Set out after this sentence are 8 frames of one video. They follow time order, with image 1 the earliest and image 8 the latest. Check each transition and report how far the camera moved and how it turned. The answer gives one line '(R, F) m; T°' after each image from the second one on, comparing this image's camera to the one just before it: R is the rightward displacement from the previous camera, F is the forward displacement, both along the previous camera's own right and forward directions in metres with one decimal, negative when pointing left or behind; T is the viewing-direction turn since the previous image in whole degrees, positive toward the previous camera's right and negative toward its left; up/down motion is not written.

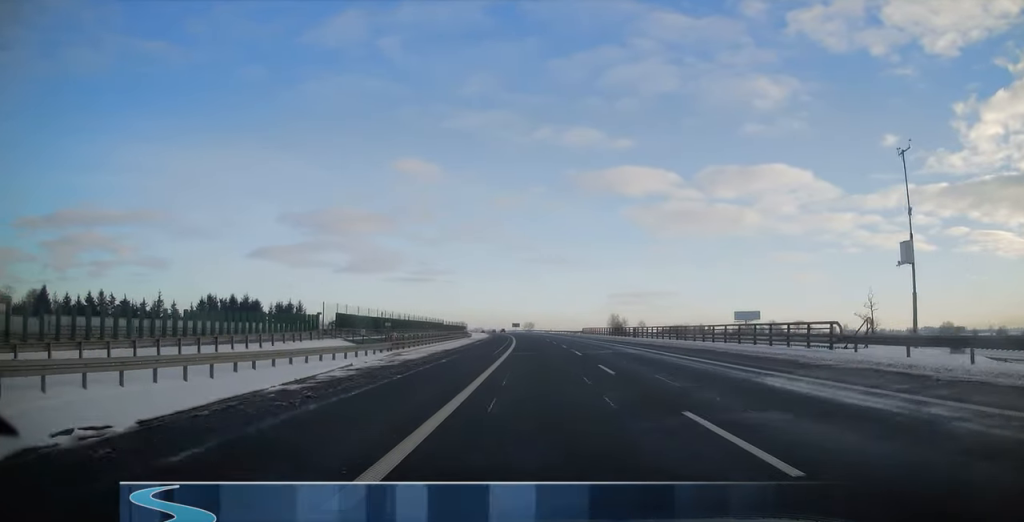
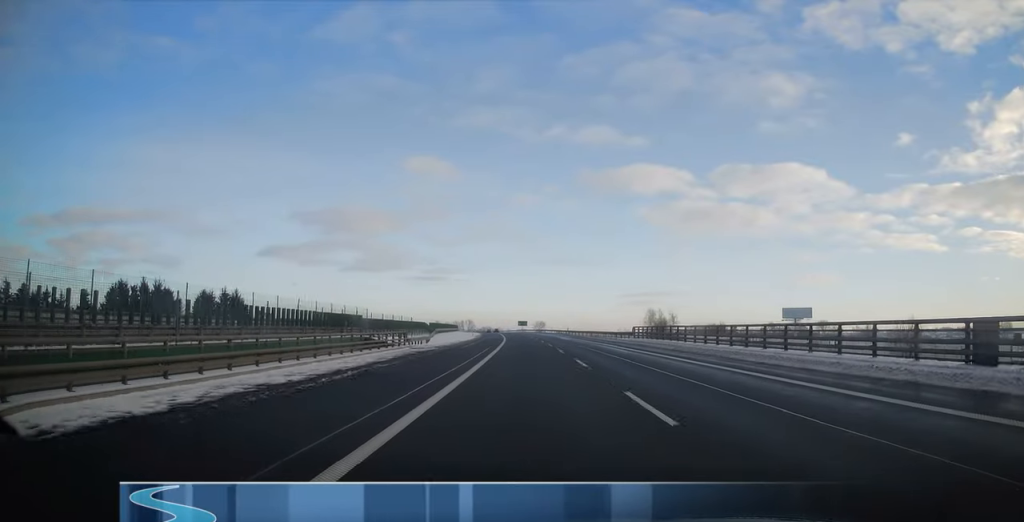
(0.0, +44.8) m; 0°
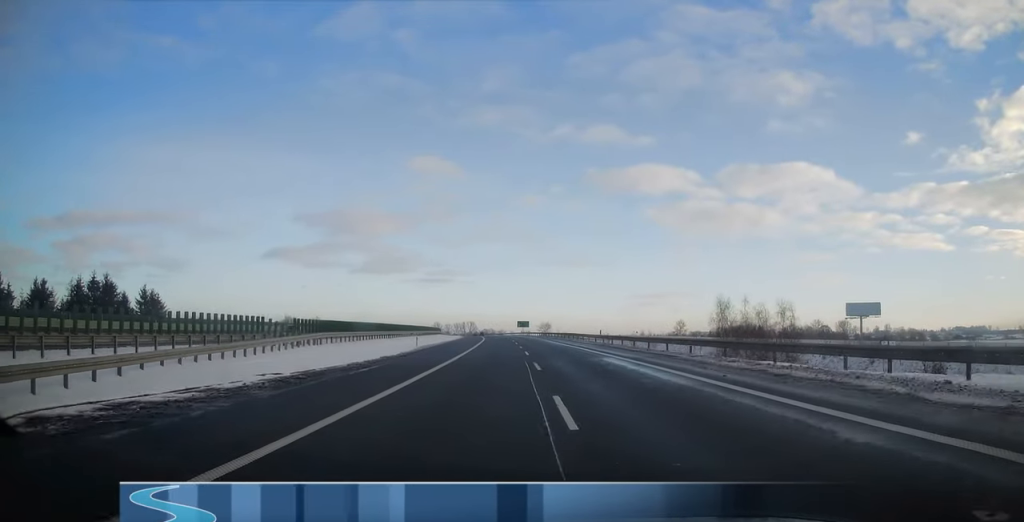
(0.0, +47.7) m; 0°
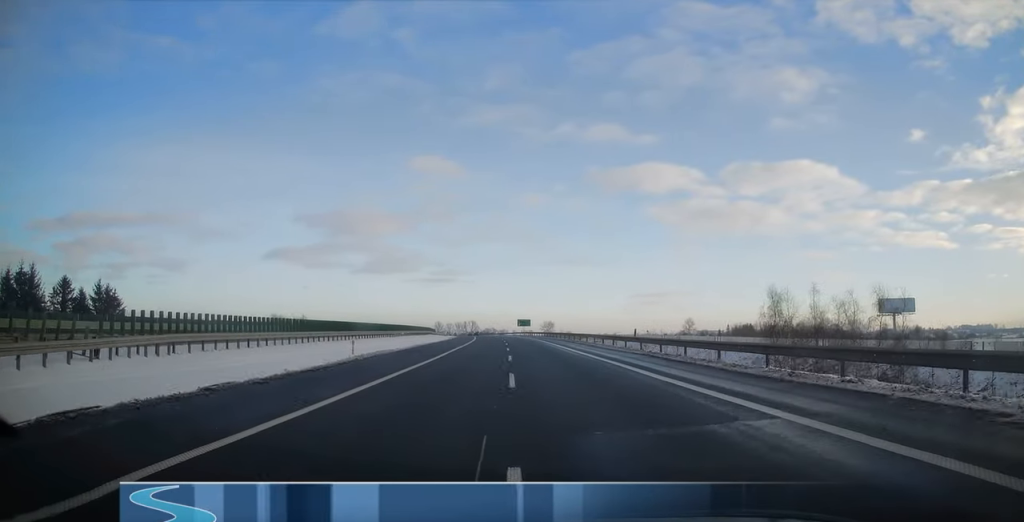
(0.0, +18.1) m; -1°
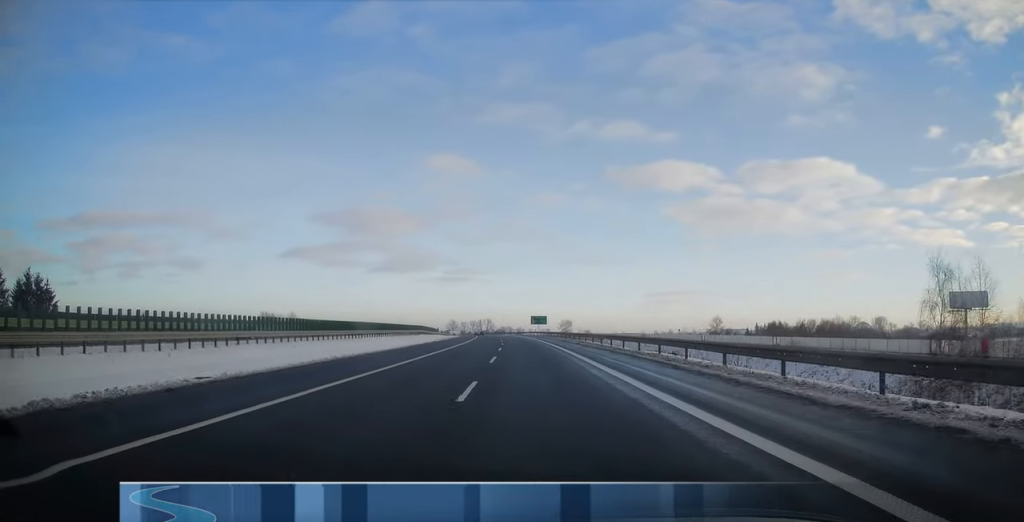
(-0.2, +26.7) m; -2°
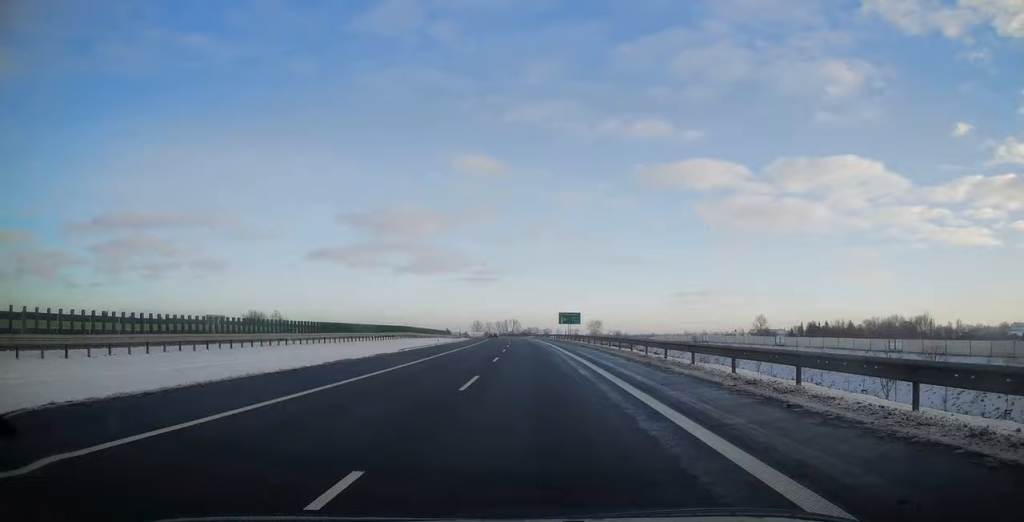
(-1.0, +33.3) m; -2°
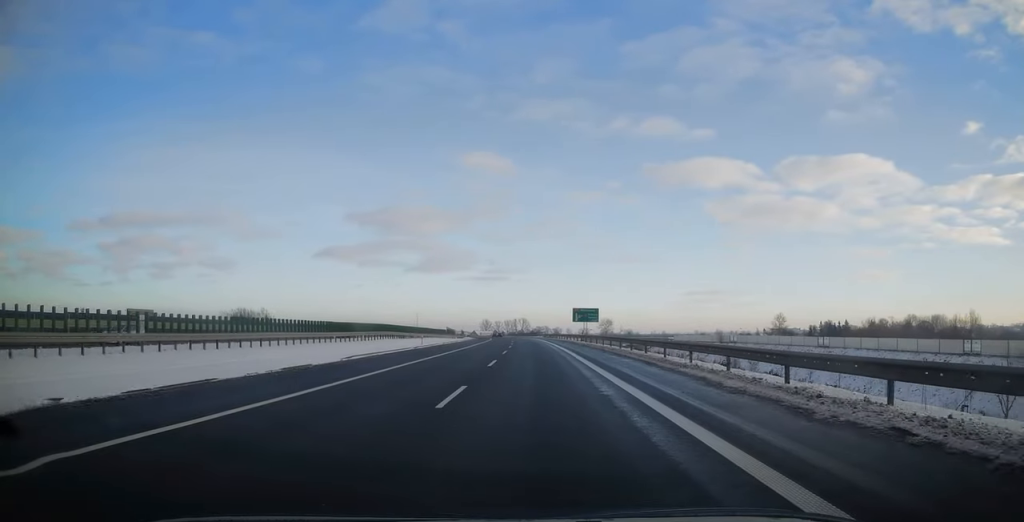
(-0.1, +15.2) m; -1°
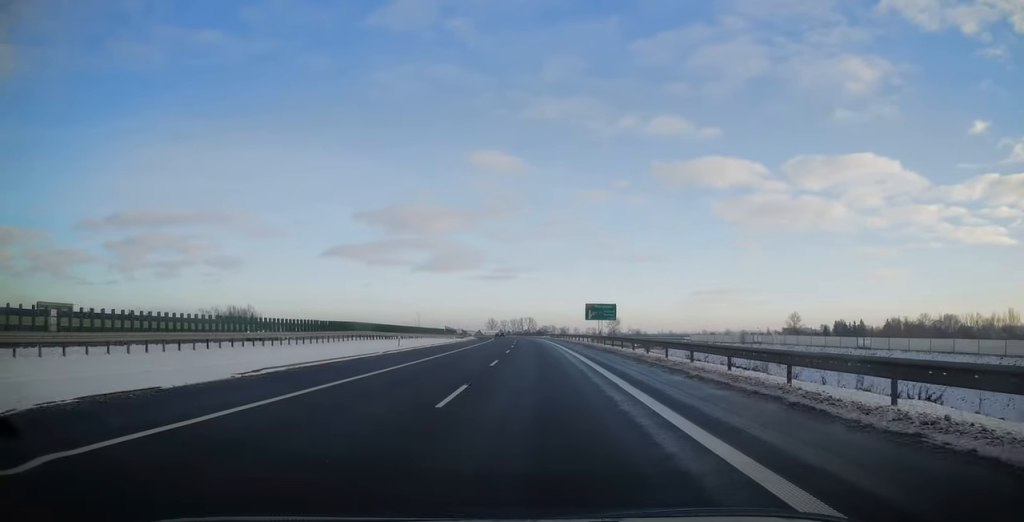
(0.0, +11.9) m; -1°
